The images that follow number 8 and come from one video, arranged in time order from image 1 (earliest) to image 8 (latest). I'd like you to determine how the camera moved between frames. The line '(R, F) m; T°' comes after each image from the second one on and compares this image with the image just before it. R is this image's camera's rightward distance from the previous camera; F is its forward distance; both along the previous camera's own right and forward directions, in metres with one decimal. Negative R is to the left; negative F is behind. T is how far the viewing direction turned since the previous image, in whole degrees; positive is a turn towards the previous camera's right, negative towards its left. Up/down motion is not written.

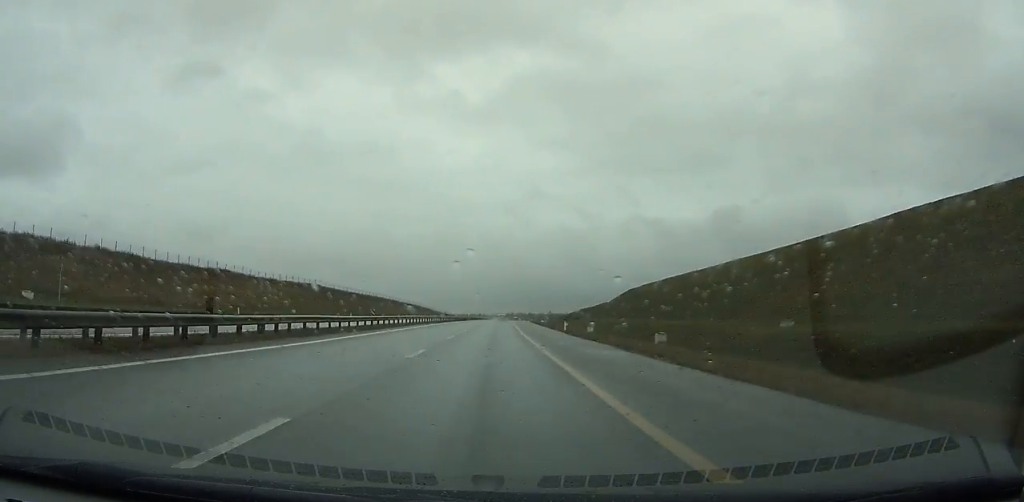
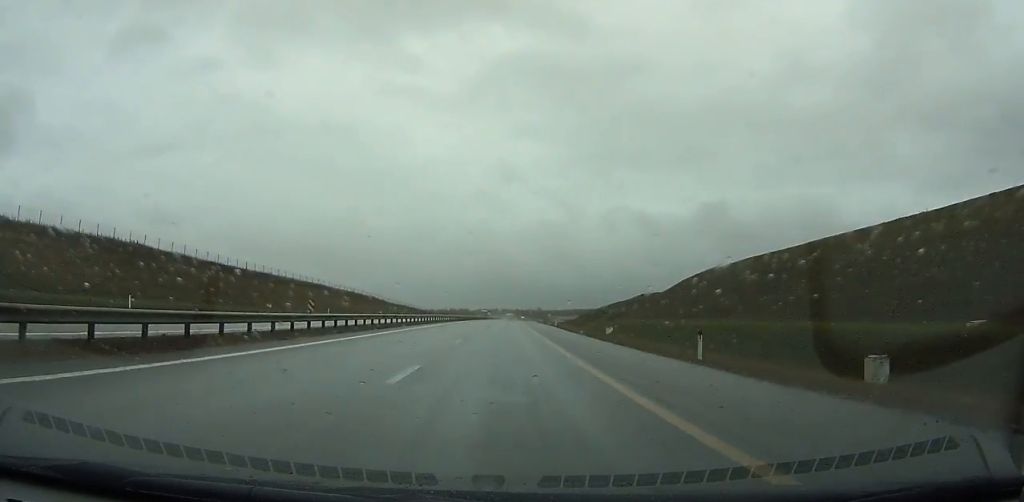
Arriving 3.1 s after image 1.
(+0.9, +88.8) m; +2°
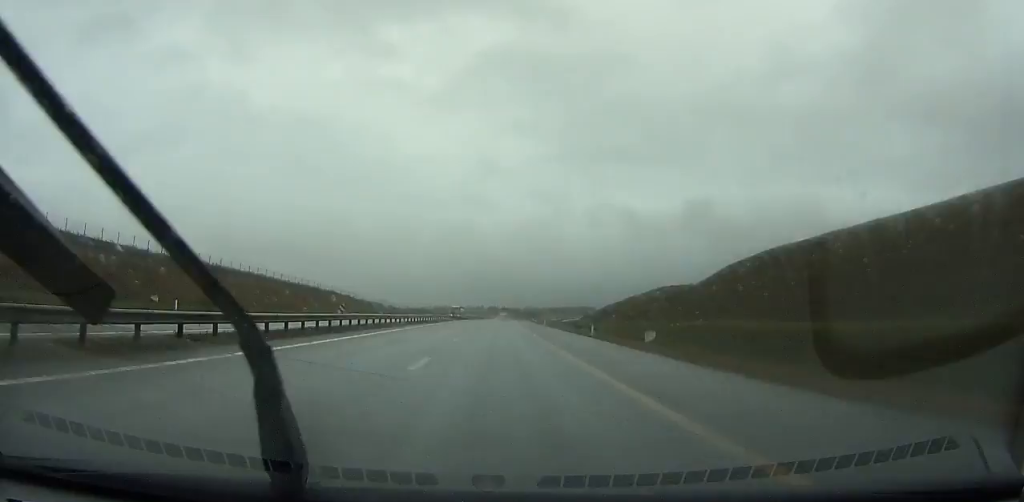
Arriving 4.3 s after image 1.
(-0.6, +34.6) m; +1°
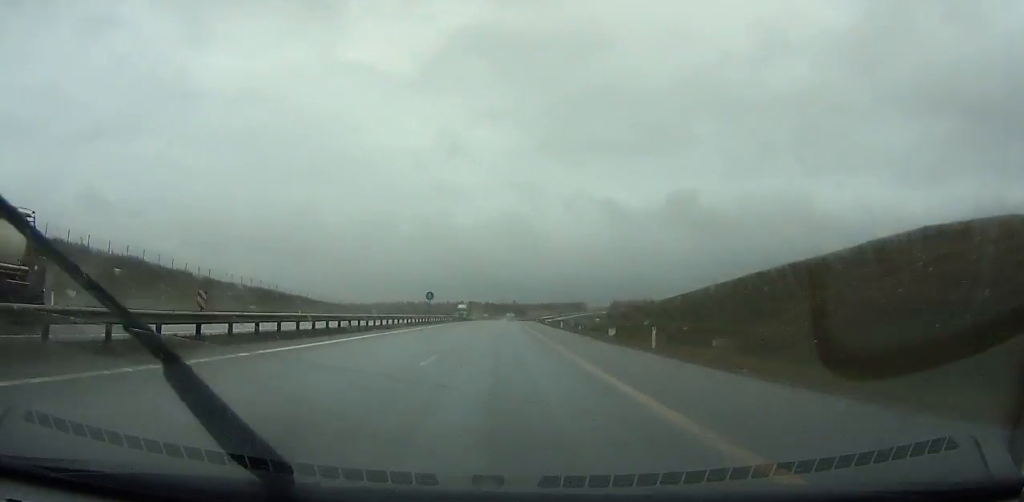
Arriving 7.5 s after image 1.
(+2.9, +95.0) m; +3°
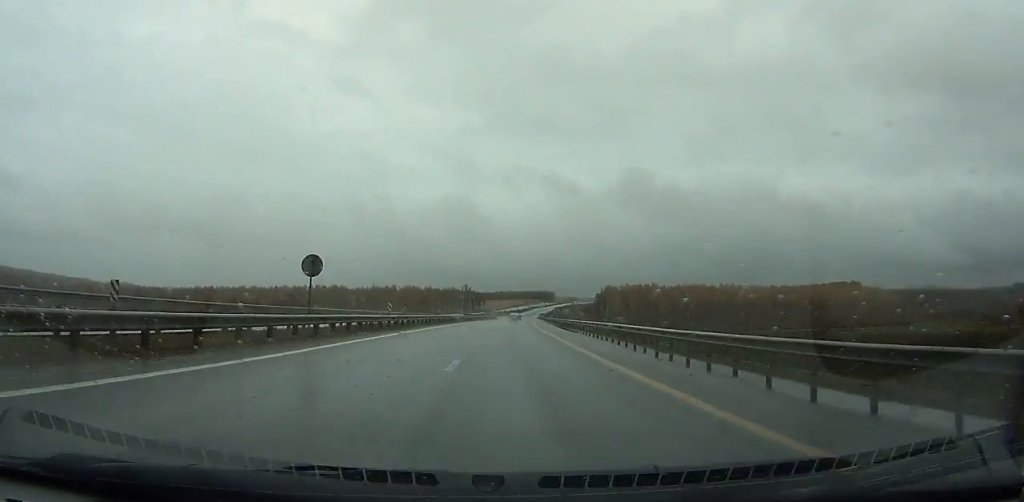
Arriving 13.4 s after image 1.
(+6.5, +181.4) m; +5°
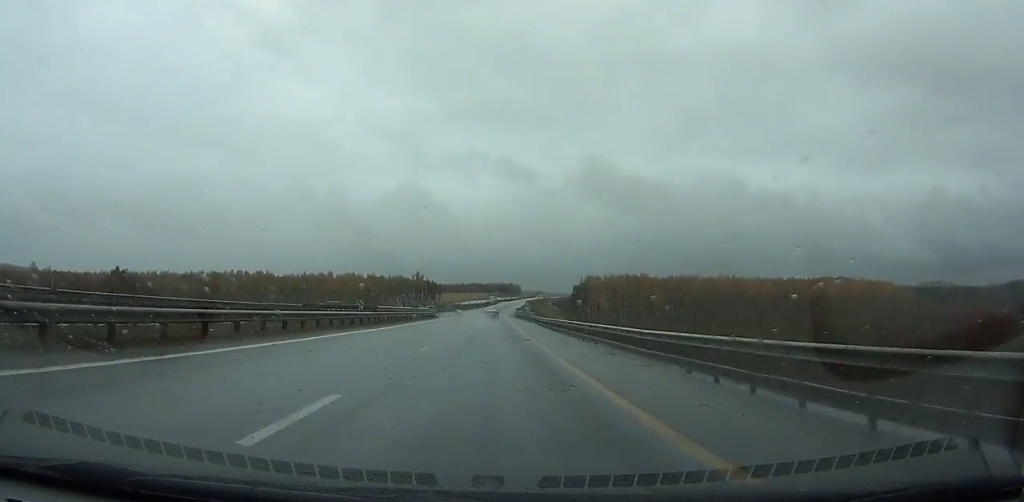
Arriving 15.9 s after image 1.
(+2.1, +78.4) m; +2°
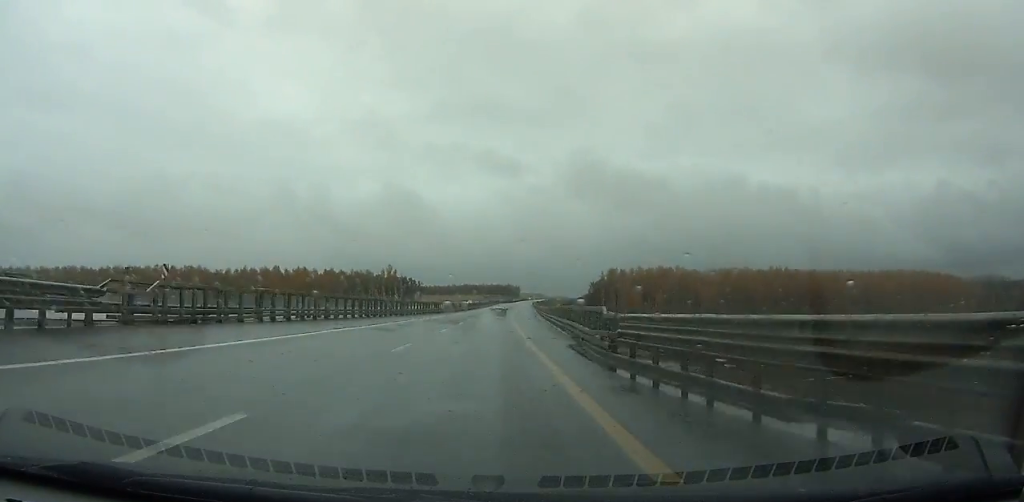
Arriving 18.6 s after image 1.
(+1.5, +84.5) m; +2°
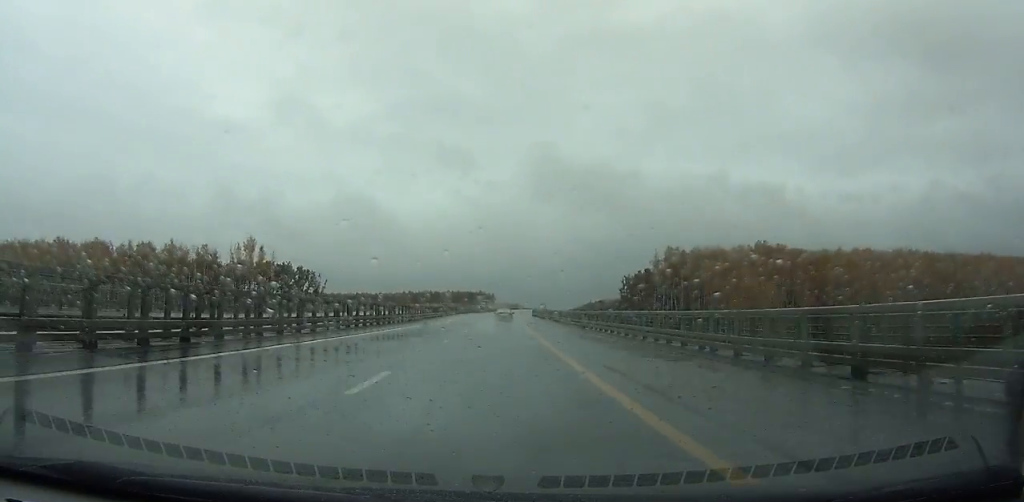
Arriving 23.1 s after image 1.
(+2.7, +138.3) m; +3°
